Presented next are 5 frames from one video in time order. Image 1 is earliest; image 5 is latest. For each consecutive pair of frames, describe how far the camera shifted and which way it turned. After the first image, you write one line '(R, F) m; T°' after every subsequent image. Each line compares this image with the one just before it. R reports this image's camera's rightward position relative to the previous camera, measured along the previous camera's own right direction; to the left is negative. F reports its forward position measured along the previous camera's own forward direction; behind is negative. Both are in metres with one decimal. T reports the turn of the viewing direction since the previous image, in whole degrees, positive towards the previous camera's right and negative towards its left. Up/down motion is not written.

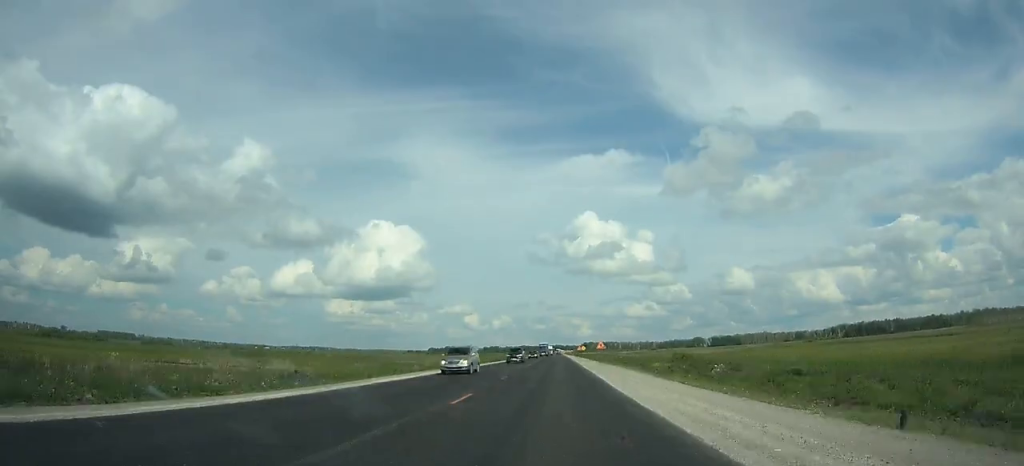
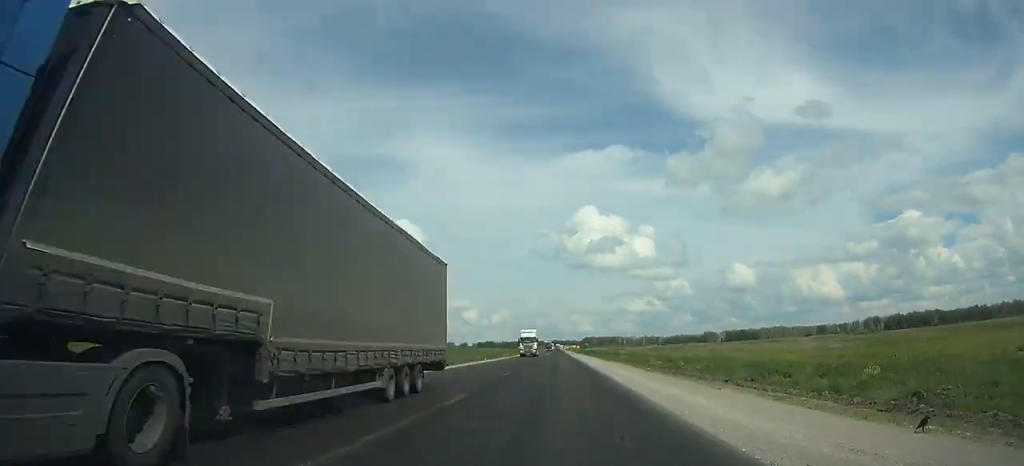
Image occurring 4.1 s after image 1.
(+0.2, +109.6) m; 0°
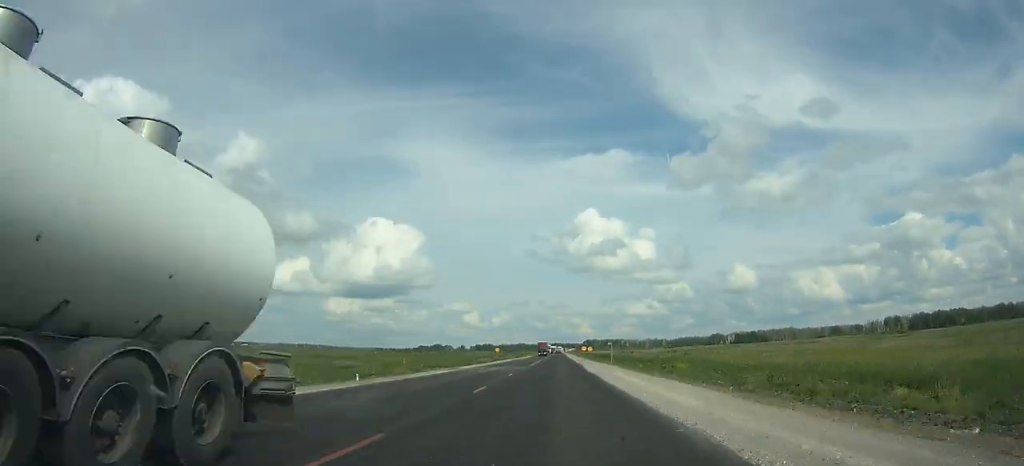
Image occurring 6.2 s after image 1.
(0.0, +53.9) m; 0°
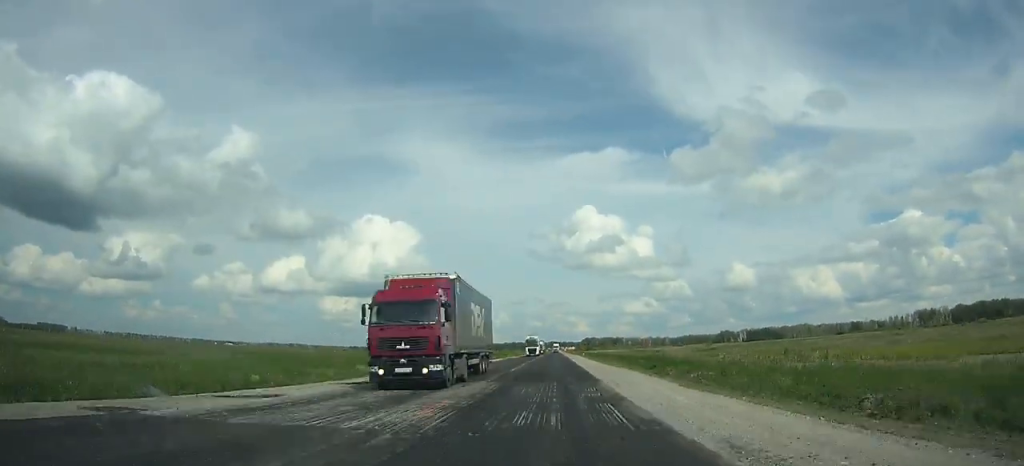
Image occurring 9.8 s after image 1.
(0.0, +83.2) m; 0°
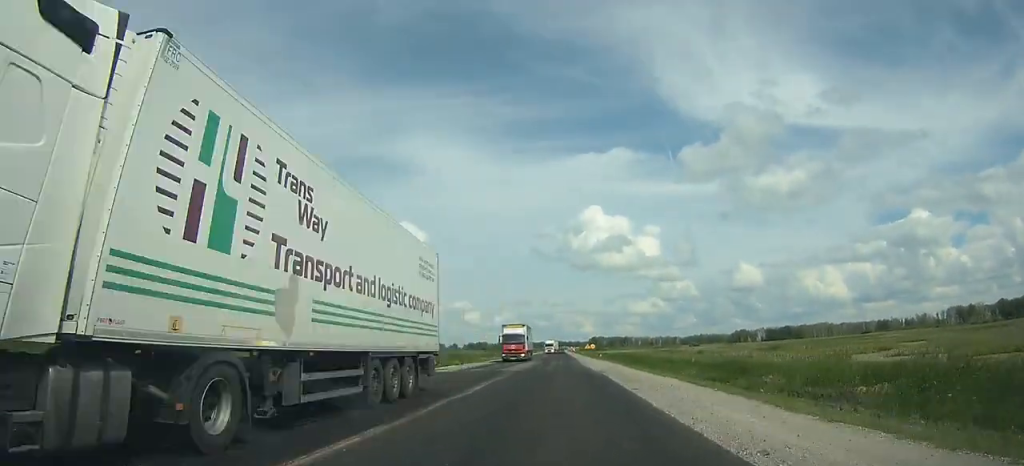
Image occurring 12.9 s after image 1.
(0.0, +58.7) m; 0°
